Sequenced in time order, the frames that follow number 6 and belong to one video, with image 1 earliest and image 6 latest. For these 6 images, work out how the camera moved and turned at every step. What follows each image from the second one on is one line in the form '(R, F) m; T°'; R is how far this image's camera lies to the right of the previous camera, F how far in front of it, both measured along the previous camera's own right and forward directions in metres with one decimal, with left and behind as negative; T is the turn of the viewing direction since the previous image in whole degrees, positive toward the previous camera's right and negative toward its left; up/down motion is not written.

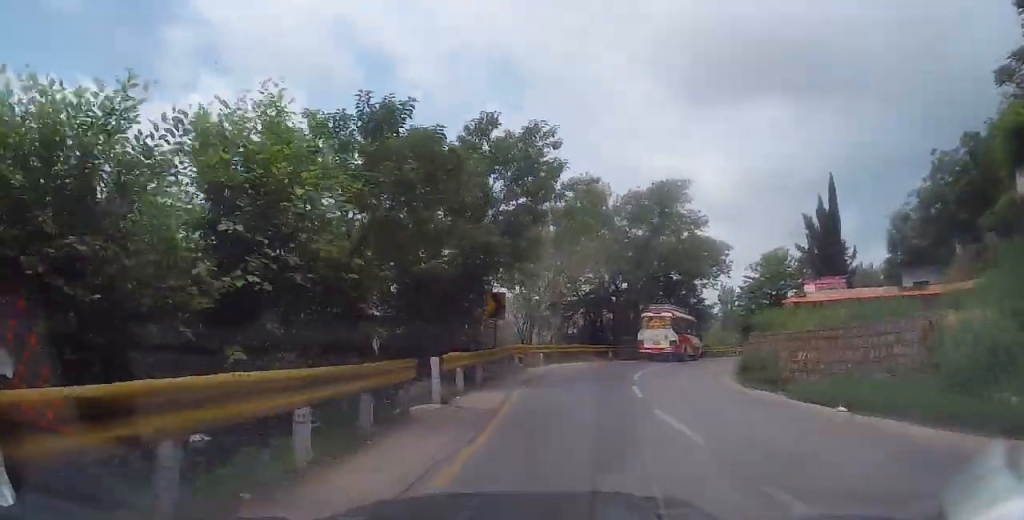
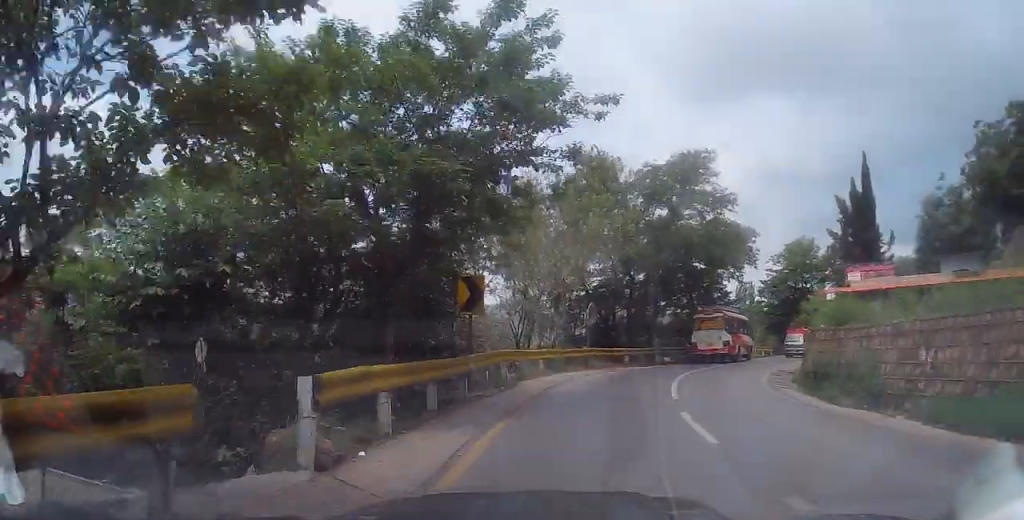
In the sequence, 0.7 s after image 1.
(-0.1, +6.3) m; +1°
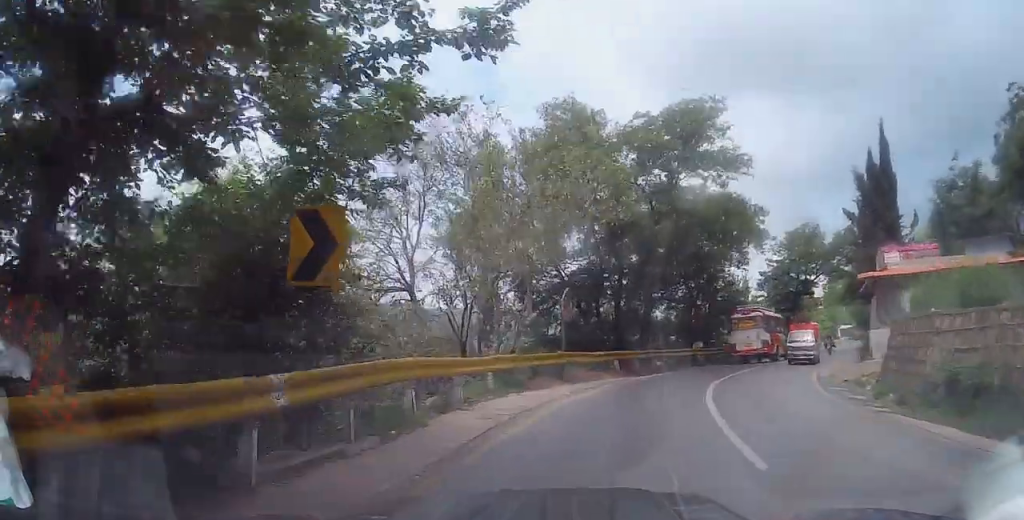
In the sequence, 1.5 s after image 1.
(+0.2, +7.7) m; +5°
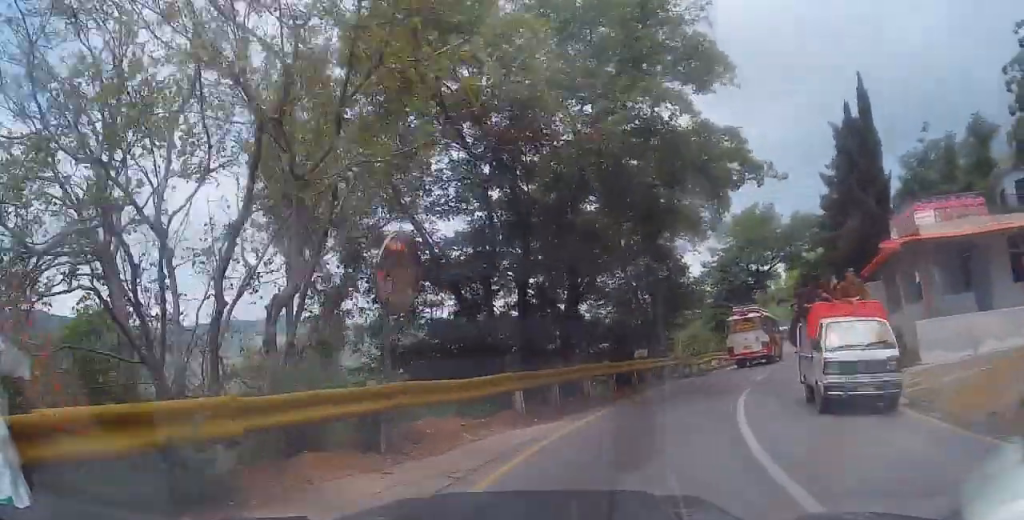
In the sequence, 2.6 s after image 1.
(+0.5, +10.6) m; +4°
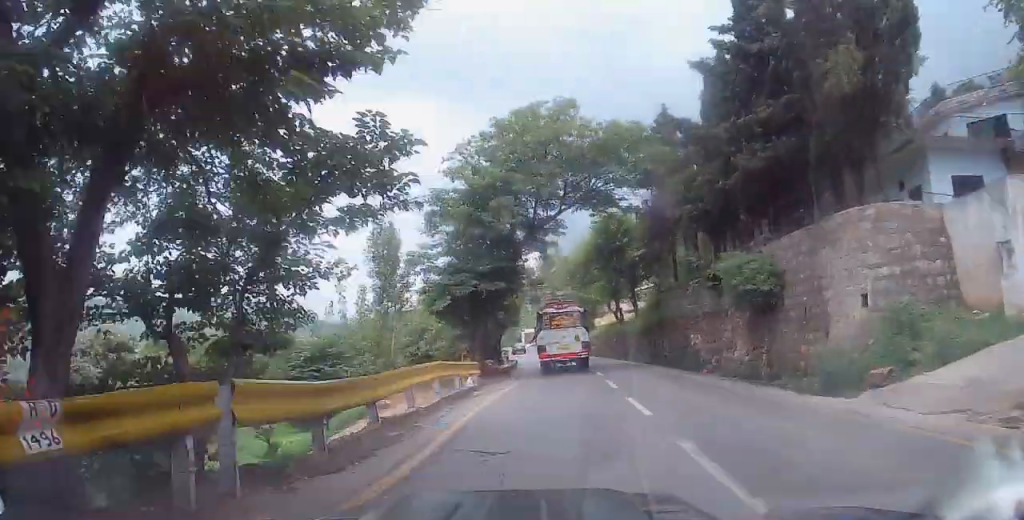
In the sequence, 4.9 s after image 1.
(+4.1, +22.1) m; +20°
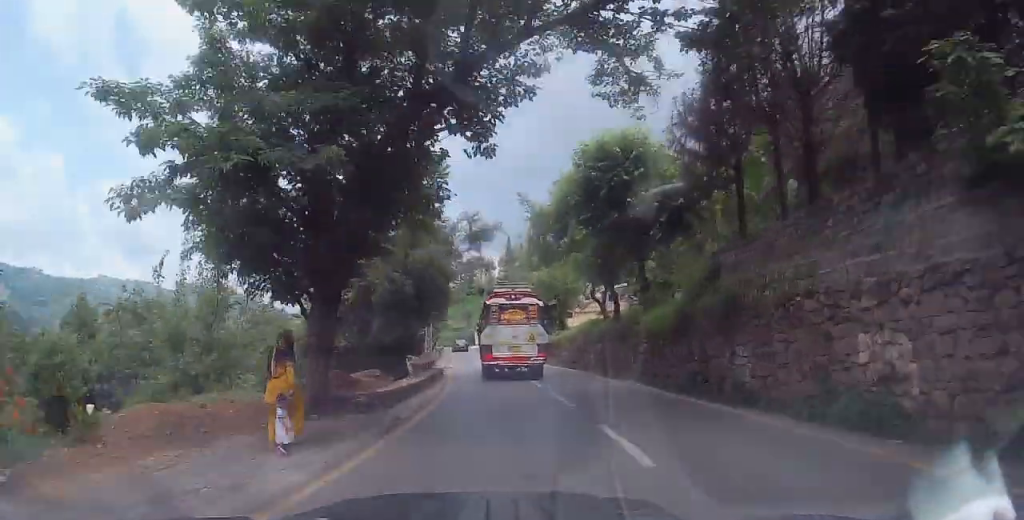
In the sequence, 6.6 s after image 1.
(+0.7, +15.8) m; +2°
